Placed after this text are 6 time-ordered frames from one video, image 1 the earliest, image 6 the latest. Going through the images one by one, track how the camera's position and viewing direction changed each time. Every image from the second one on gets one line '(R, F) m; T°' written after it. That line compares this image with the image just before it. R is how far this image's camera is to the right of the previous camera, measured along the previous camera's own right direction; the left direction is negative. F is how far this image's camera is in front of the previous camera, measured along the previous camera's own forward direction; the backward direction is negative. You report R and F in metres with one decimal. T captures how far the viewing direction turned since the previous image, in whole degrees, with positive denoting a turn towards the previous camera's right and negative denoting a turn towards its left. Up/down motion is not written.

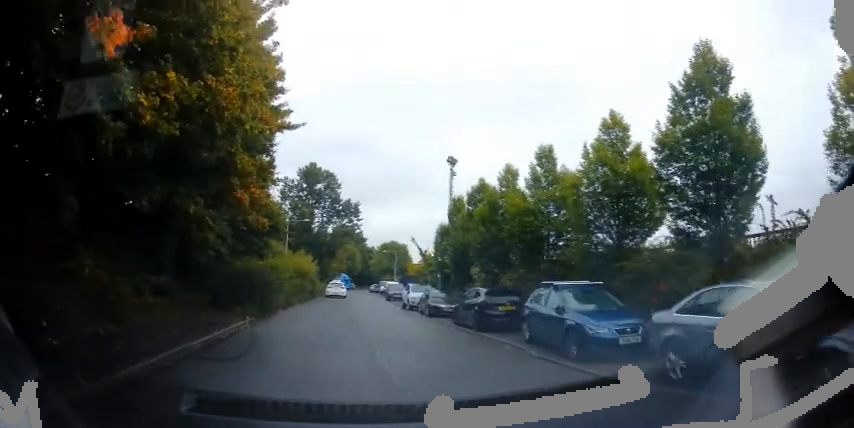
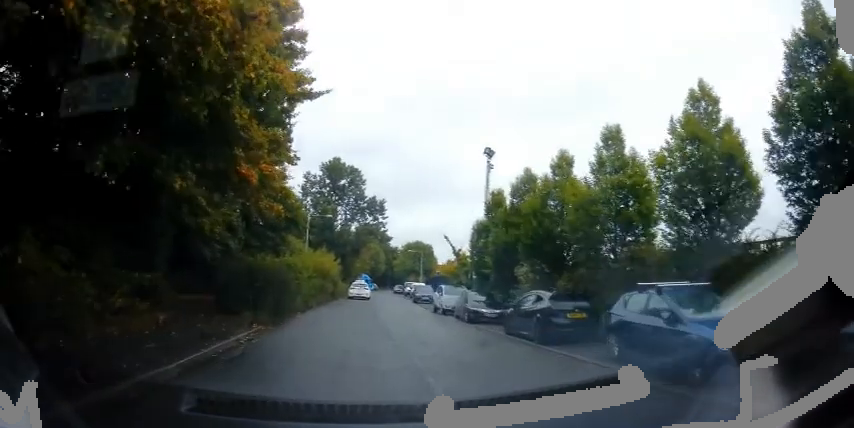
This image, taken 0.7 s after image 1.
(-0.1, +3.2) m; +4°
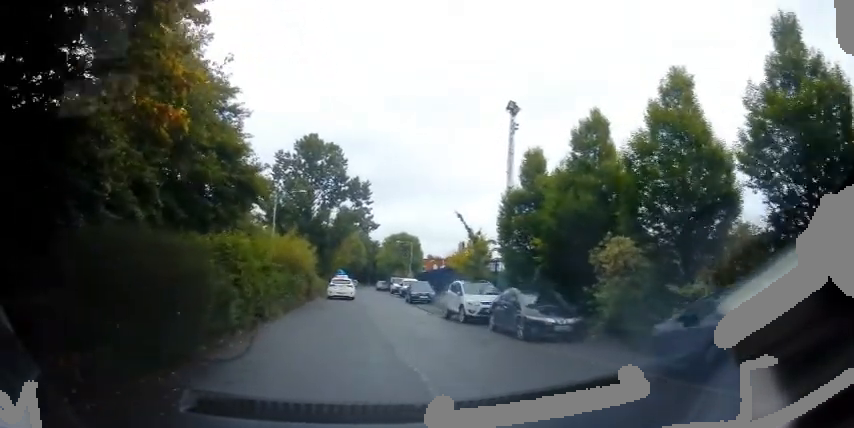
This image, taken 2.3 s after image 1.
(+0.6, +7.9) m; +2°
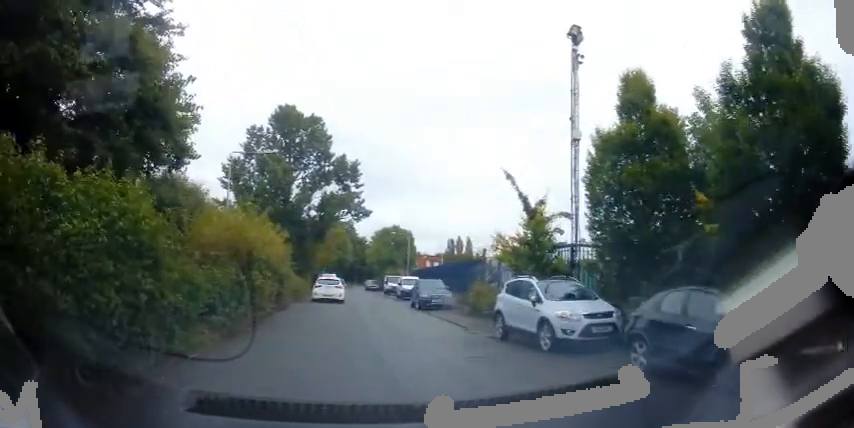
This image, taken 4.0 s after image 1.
(-0.4, +8.4) m; +2°
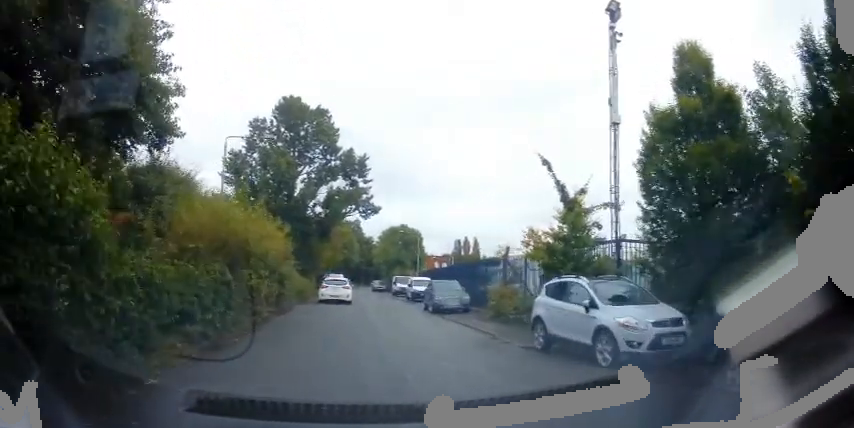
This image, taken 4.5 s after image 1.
(+0.2, +2.2) m; 0°
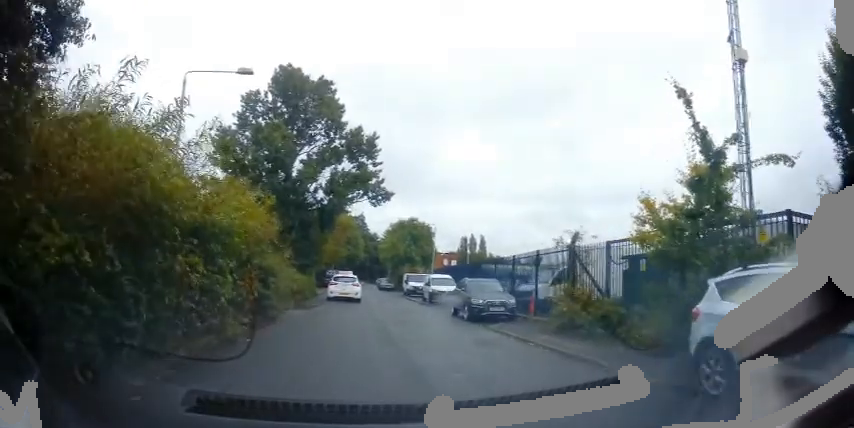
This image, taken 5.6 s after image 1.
(0.0, +5.3) m; 0°
